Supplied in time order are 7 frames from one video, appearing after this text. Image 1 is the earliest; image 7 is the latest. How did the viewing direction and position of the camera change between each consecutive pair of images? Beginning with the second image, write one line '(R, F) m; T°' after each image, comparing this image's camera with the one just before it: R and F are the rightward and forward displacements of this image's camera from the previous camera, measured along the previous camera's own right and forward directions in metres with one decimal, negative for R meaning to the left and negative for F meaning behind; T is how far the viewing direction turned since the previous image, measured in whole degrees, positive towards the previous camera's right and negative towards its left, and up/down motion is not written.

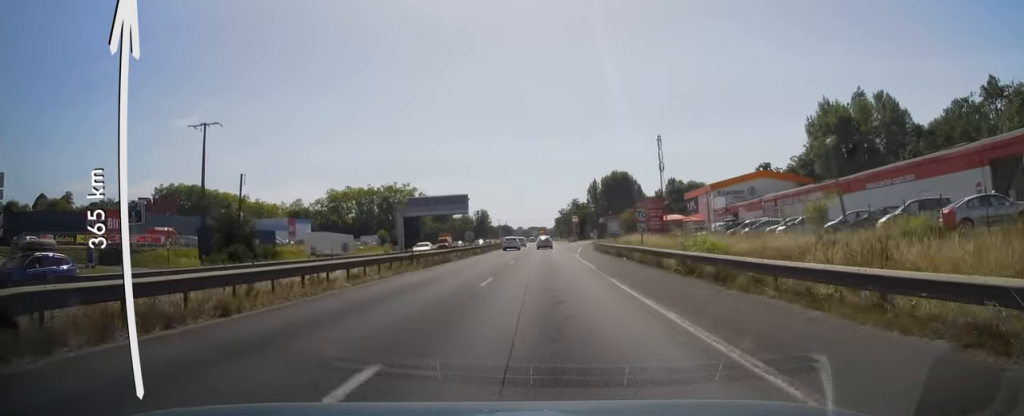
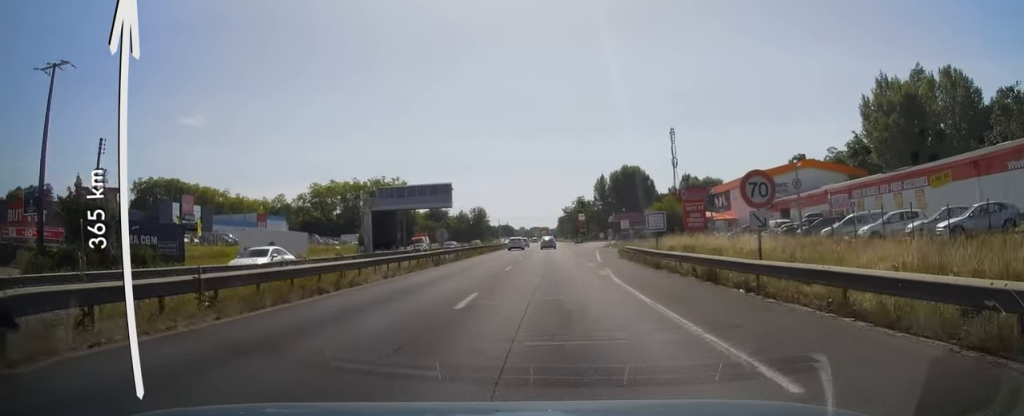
(-0.3, +18.8) m; 0°
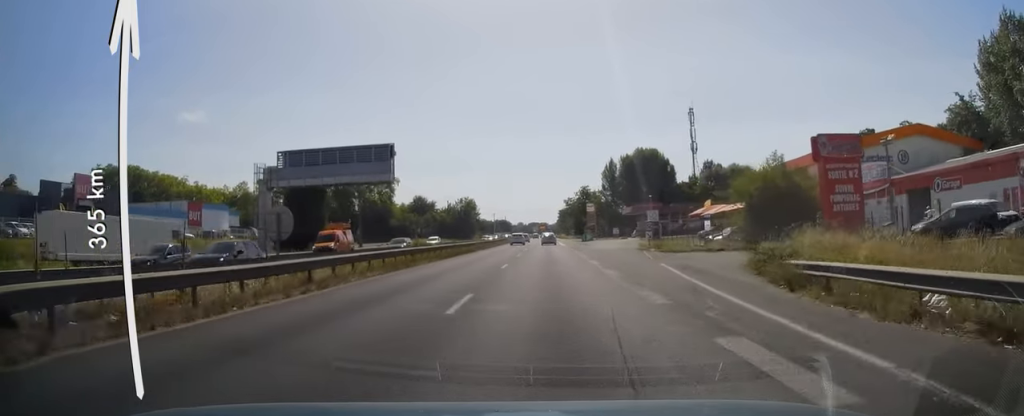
(+0.2, +28.8) m; 0°
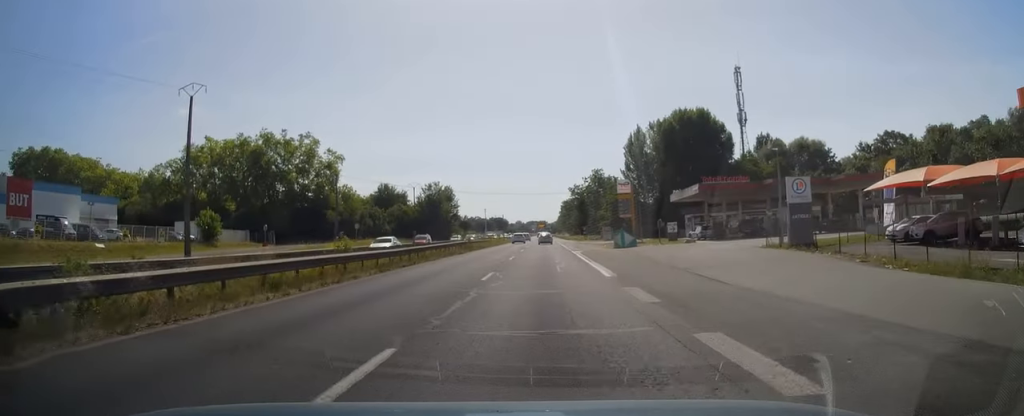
(-0.2, +46.6) m; 0°
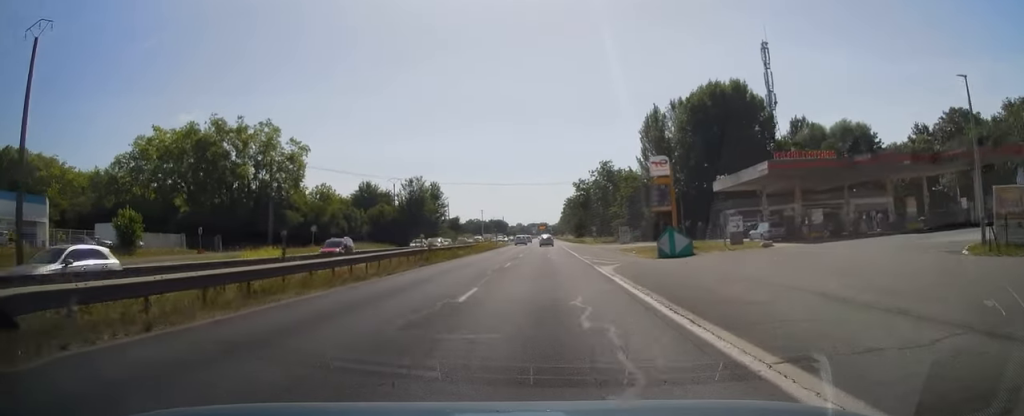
(-0.2, +18.9) m; 0°
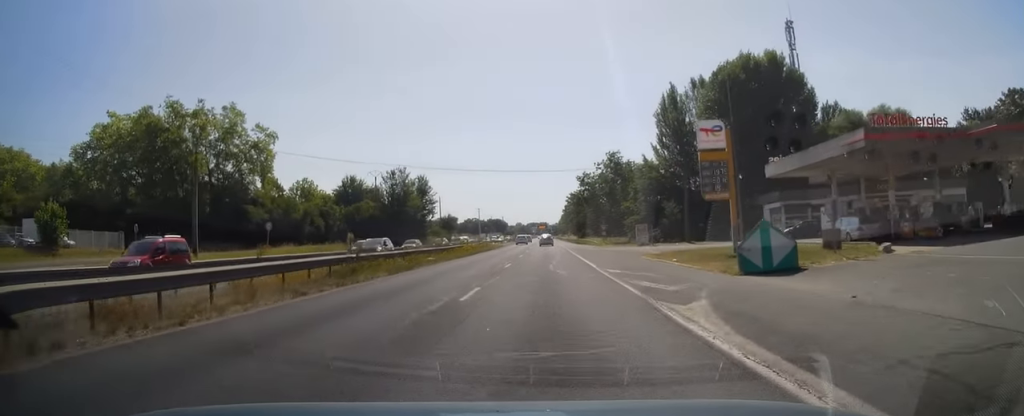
(+0.2, +13.4) m; 0°
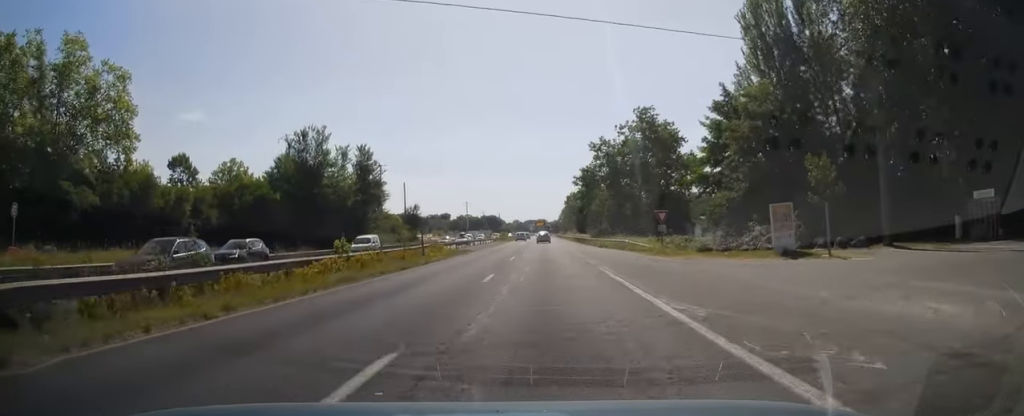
(+0.2, +36.7) m; 0°
